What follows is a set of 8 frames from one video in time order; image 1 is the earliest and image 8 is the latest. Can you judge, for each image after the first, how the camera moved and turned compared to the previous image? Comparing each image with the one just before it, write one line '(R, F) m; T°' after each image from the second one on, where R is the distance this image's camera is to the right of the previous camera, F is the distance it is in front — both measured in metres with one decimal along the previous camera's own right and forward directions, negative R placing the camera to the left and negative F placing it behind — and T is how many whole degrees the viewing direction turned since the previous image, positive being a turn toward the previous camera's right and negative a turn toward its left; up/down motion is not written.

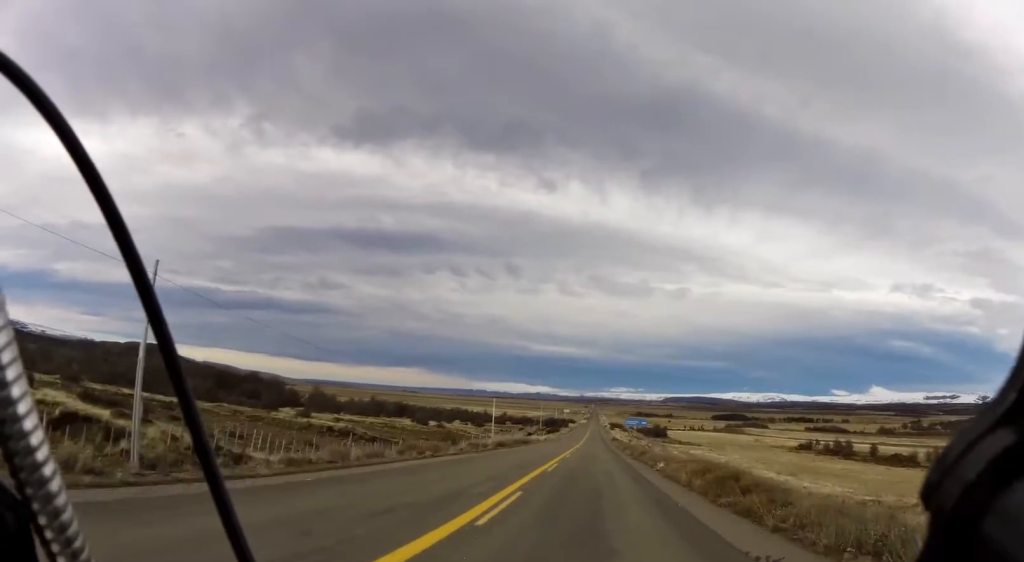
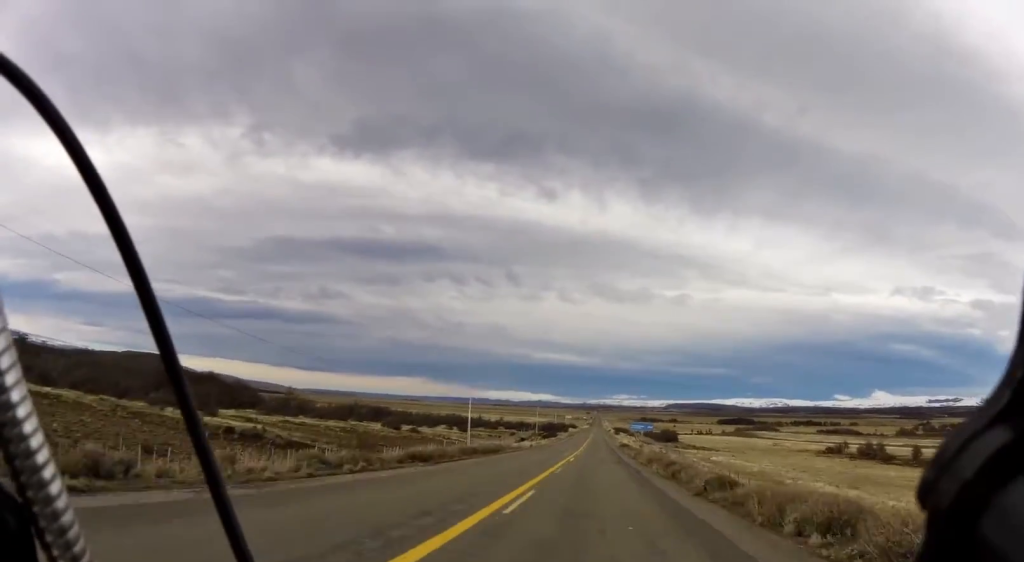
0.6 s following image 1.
(+0.4, +20.4) m; +1°
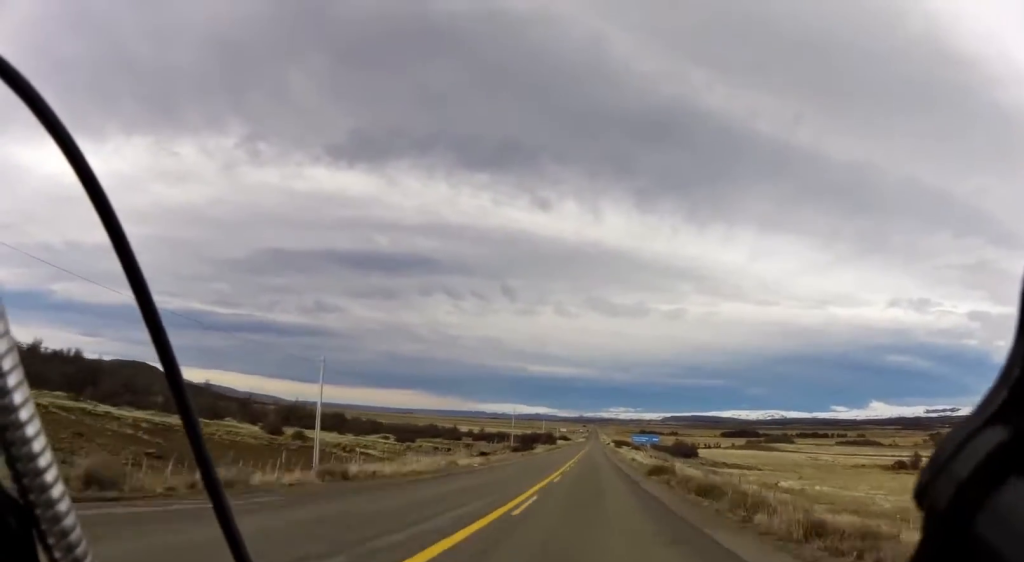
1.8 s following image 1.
(+0.9, +41.7) m; +2°
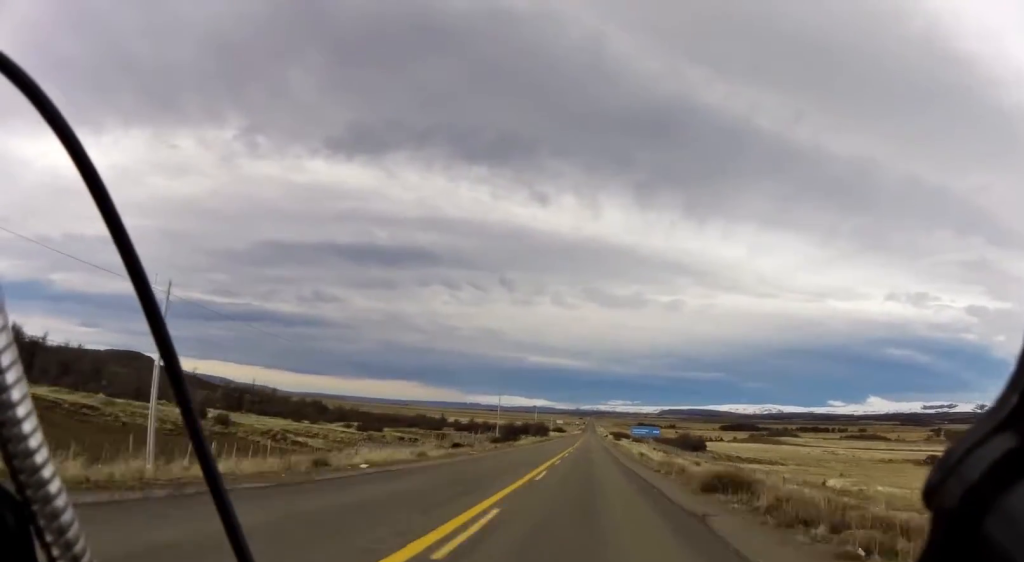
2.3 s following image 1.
(0.0, +14.4) m; 0°
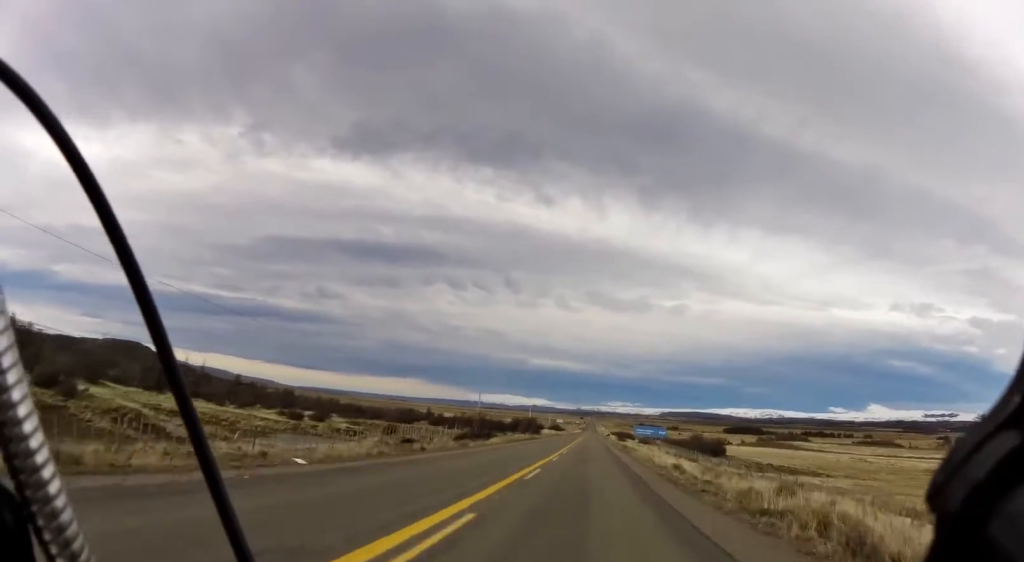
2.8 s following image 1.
(-0.1, +18.7) m; +1°
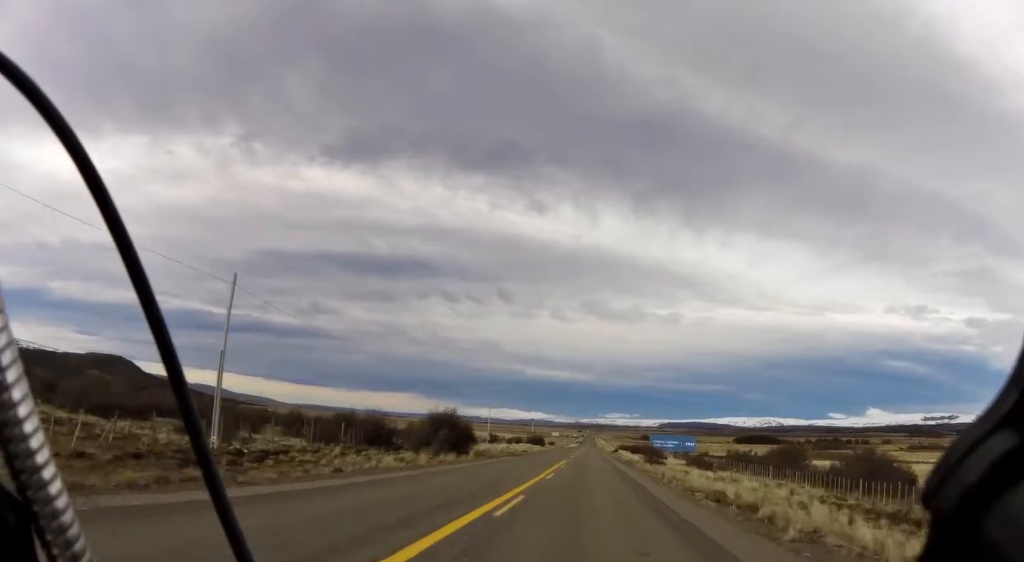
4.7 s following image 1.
(-0.9, +57.6) m; -3°
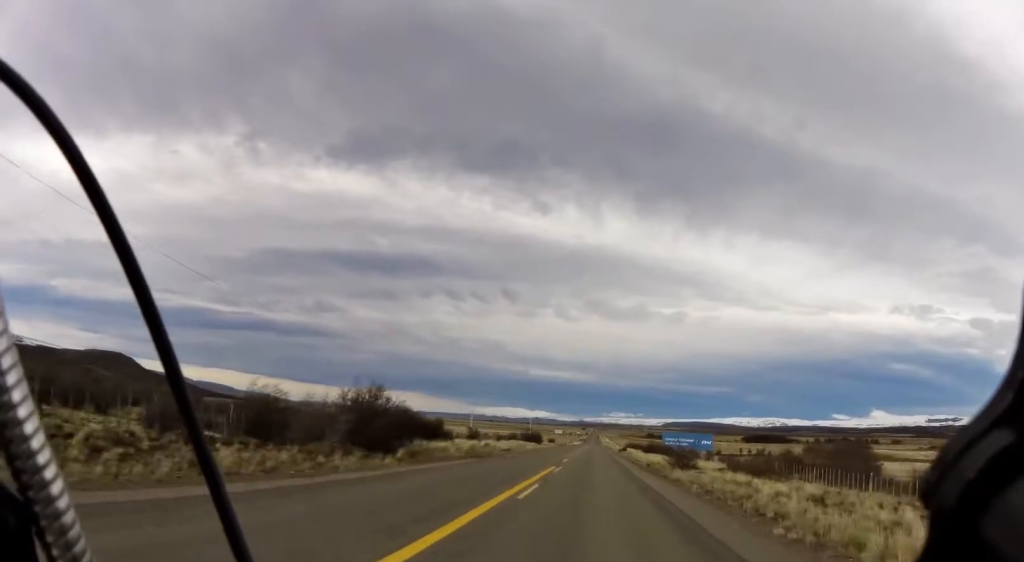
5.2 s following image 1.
(-0.1, +15.0) m; 0°
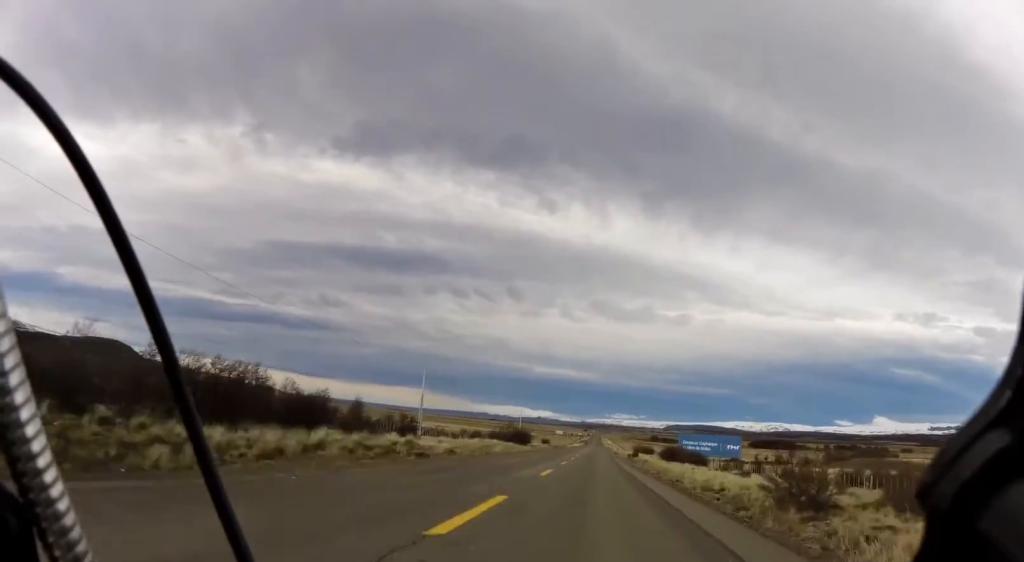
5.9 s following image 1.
(-0.1, +21.5) m; +1°
